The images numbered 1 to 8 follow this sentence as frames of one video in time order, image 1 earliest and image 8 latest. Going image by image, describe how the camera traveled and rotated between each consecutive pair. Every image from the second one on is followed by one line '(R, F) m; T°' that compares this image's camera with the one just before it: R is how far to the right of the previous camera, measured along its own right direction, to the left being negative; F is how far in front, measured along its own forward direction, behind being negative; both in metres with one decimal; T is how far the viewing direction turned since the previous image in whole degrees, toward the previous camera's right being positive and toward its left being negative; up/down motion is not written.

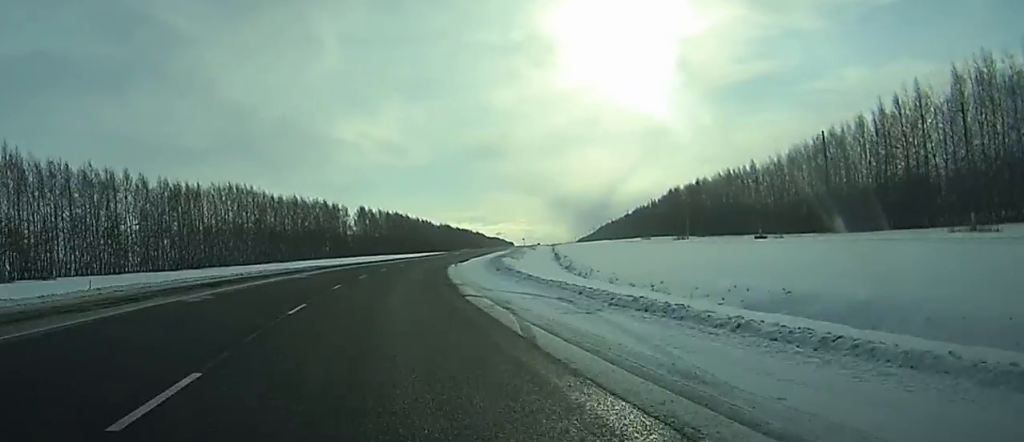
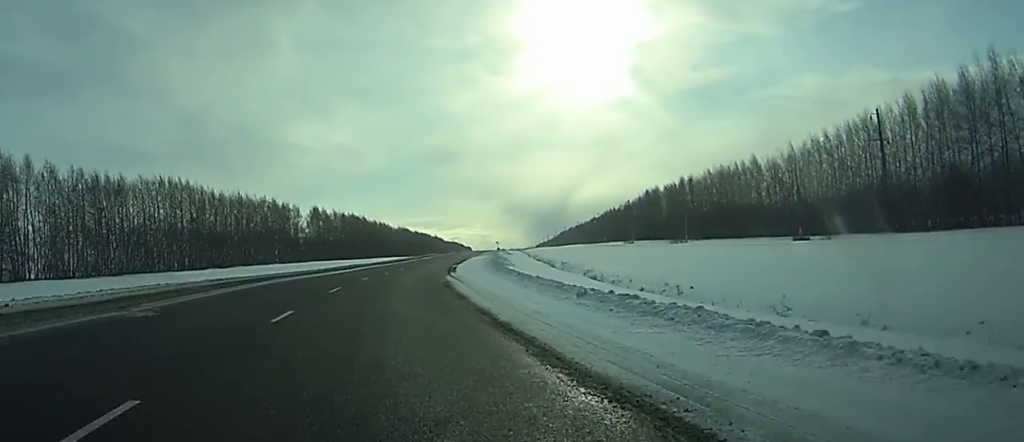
(+0.6, +25.1) m; +3°
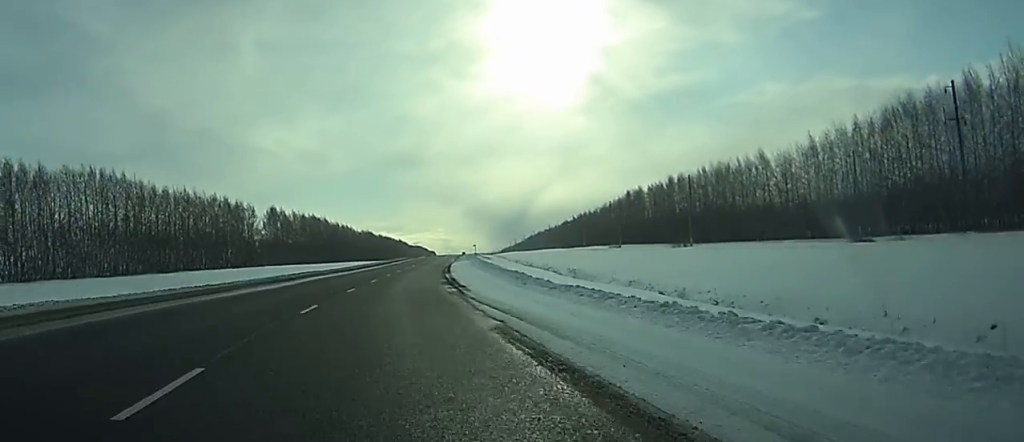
(+0.5, +21.2) m; +3°
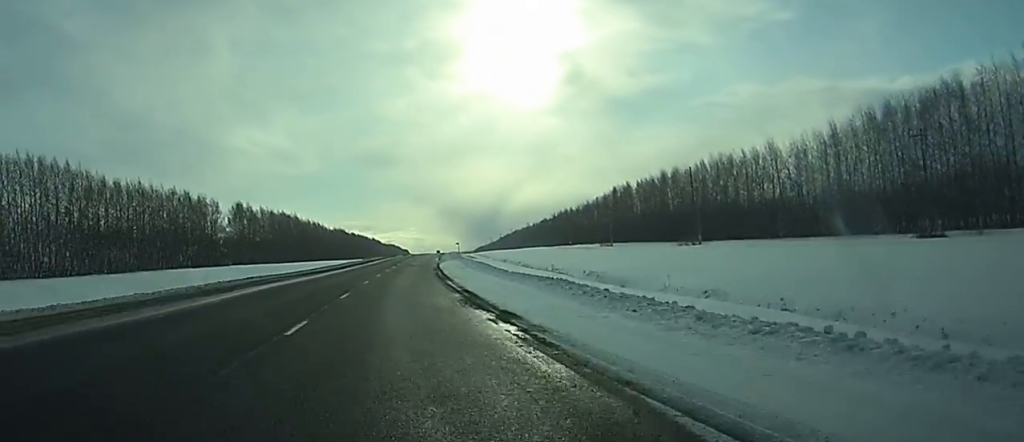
(+0.2, +15.8) m; +2°
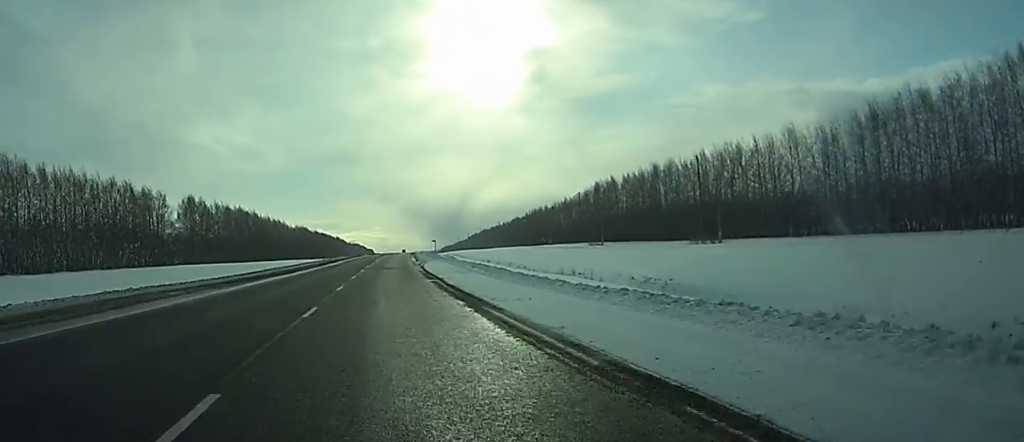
(+0.5, +20.7) m; +3°
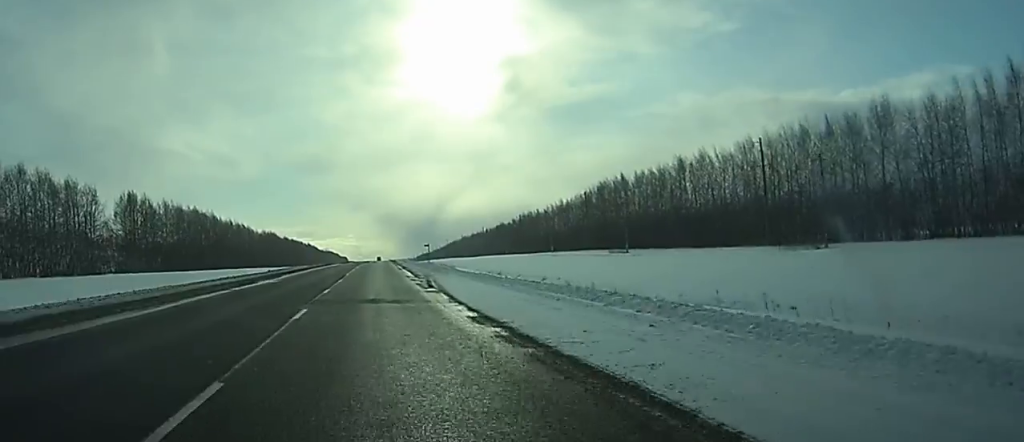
(+1.0, +33.9) m; +2°
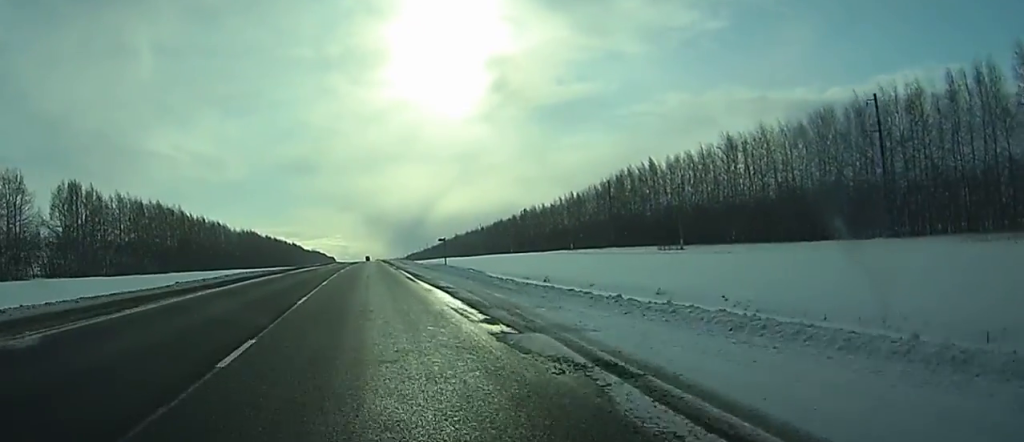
(+0.3, +31.2) m; +1°
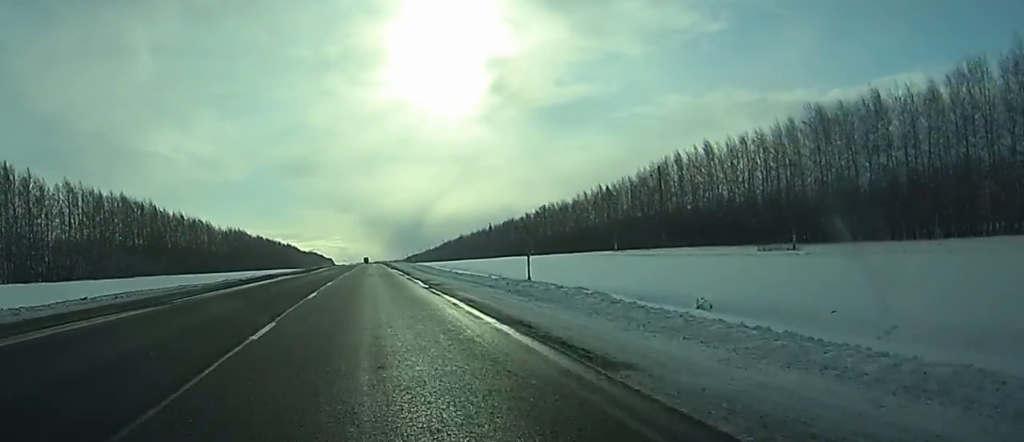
(+0.1, +32.4) m; 0°
